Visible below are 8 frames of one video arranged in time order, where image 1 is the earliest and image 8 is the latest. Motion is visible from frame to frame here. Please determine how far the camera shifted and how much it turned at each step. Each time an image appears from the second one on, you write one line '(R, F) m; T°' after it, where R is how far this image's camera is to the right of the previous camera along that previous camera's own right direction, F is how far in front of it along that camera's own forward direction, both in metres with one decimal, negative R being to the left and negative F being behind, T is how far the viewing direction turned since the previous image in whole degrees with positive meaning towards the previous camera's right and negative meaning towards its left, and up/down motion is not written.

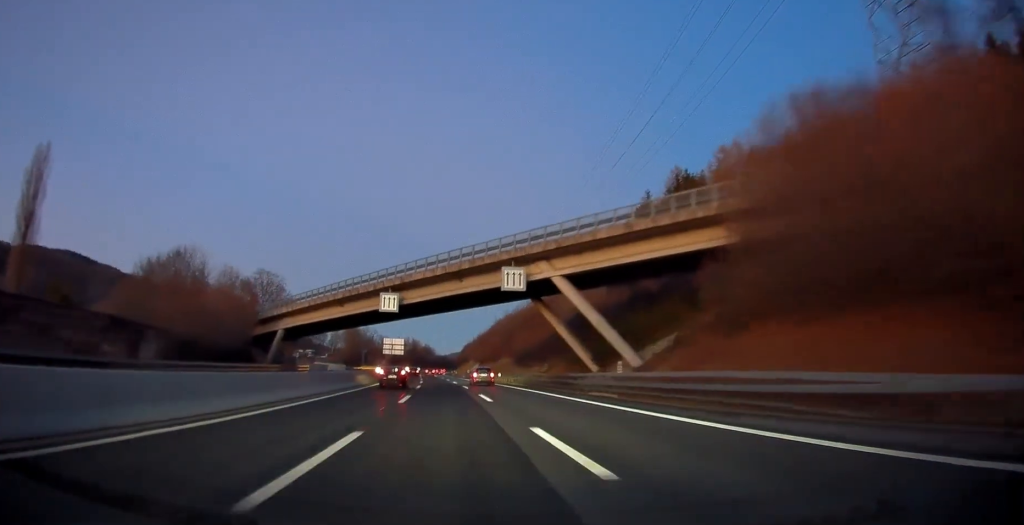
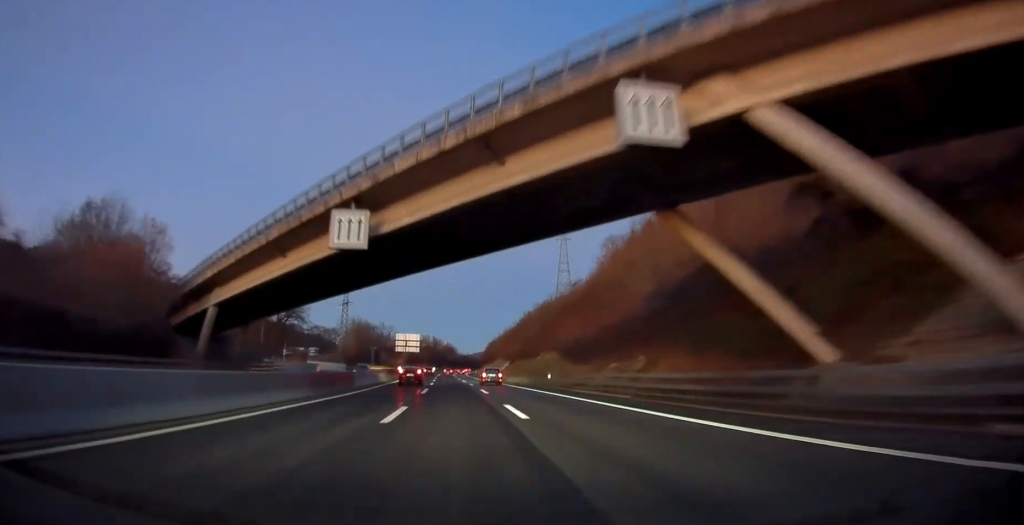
(-0.6, +26.2) m; -2°
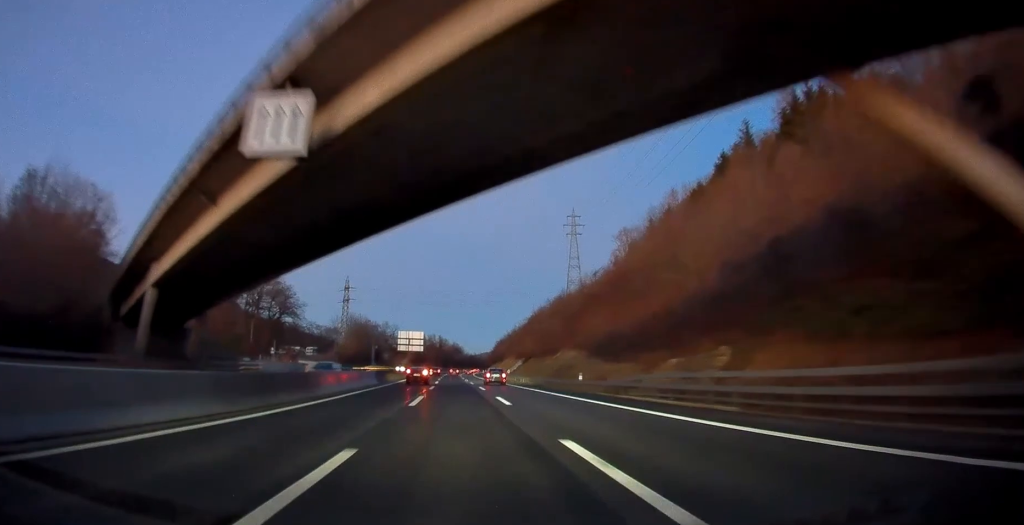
(-0.1, +11.3) m; -1°
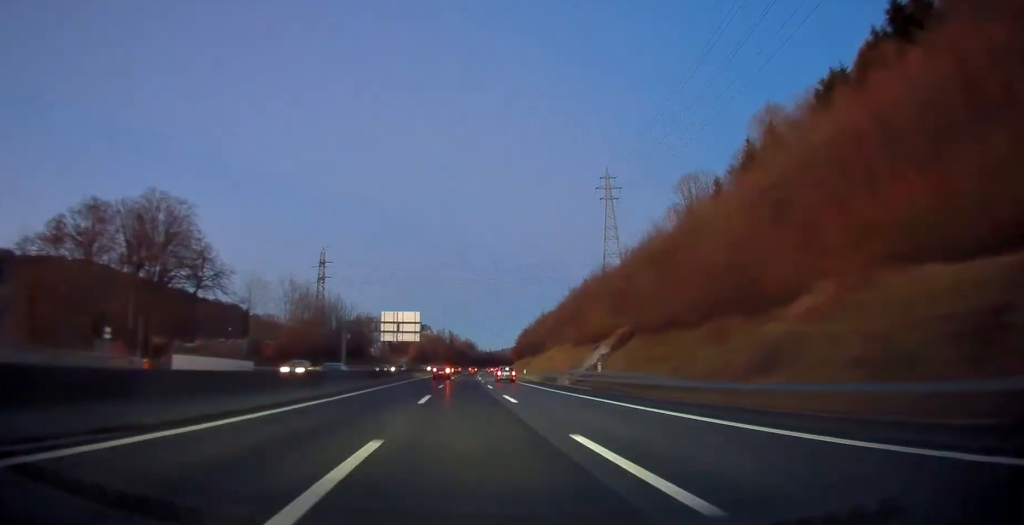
(-0.8, +50.9) m; -2°
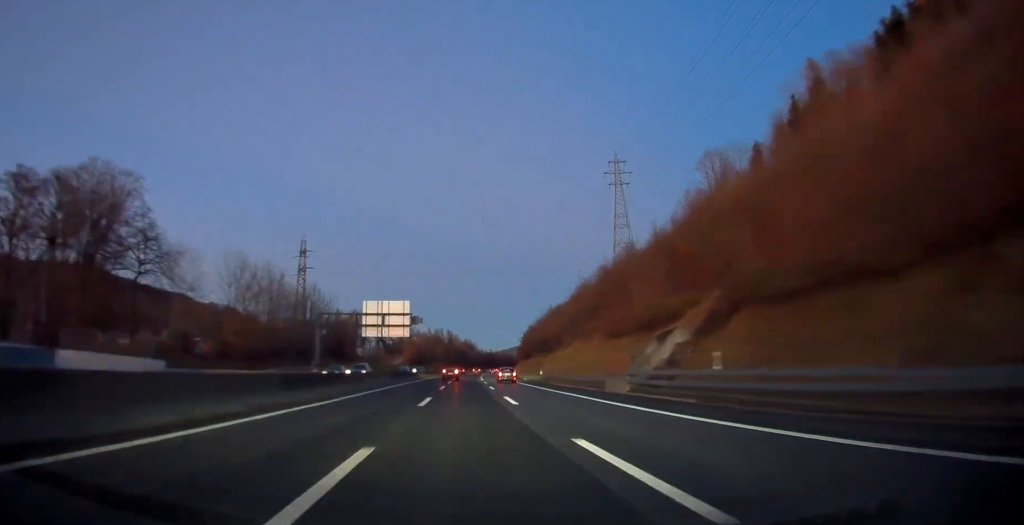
(0.0, +19.2) m; 0°
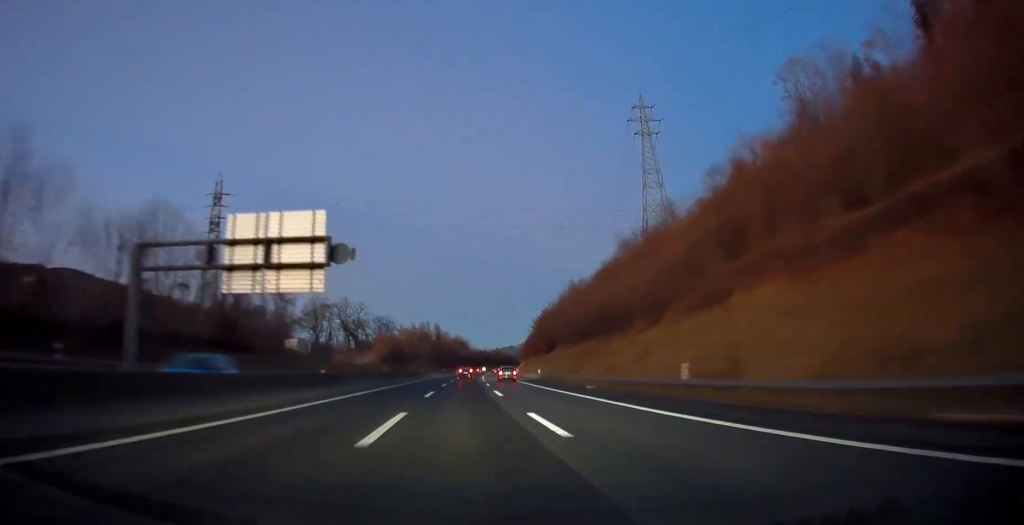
(-0.2, +46.8) m; 0°
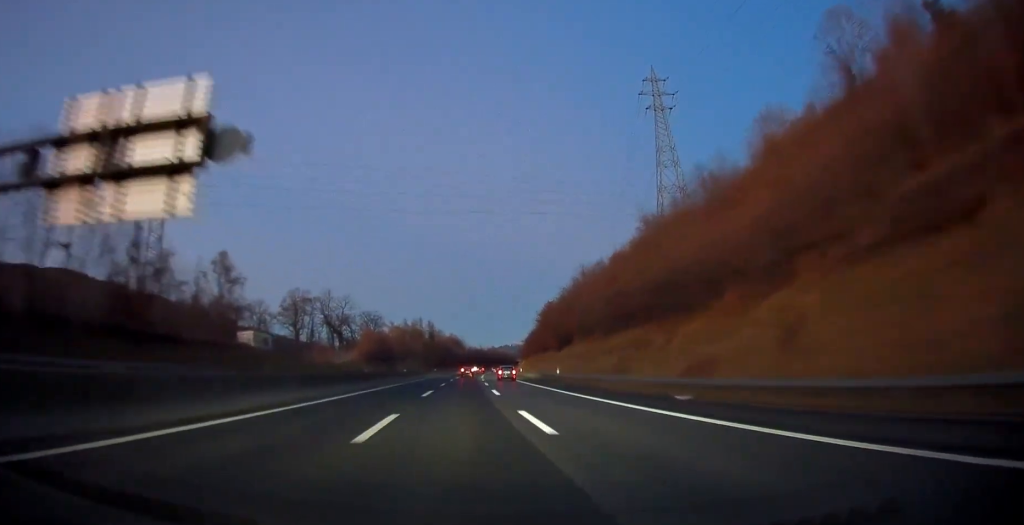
(0.0, +15.6) m; 0°
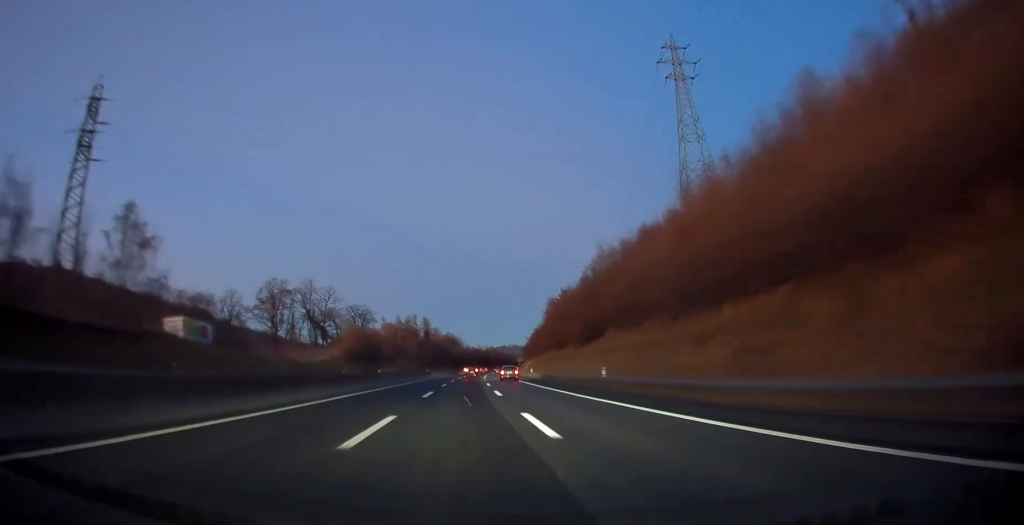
(0.0, +18.8) m; 0°
